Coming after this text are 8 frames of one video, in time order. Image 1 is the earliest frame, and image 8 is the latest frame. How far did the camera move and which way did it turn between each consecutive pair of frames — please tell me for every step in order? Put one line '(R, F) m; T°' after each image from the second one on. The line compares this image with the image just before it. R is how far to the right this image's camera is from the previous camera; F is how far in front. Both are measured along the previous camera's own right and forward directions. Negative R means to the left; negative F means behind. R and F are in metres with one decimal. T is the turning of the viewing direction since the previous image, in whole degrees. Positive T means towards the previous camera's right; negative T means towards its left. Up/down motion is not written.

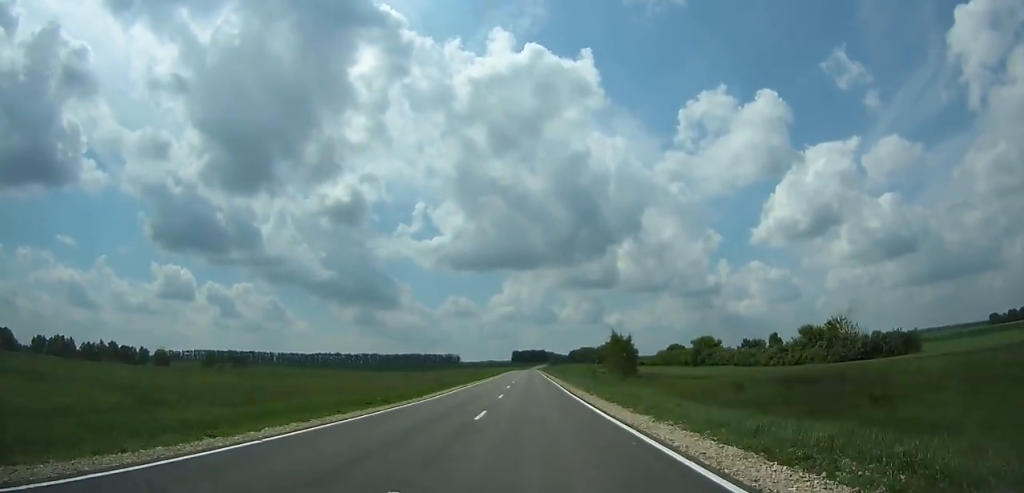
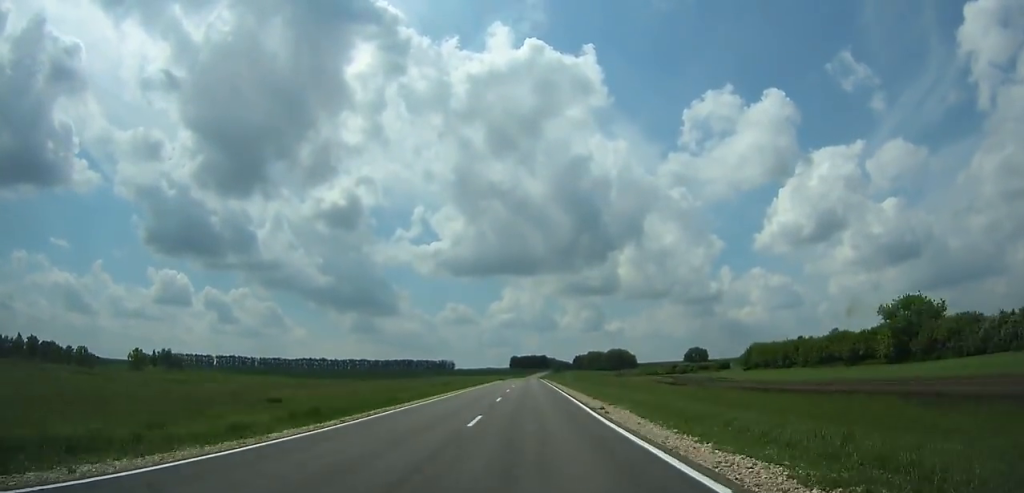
(0.0, +88.2) m; 0°
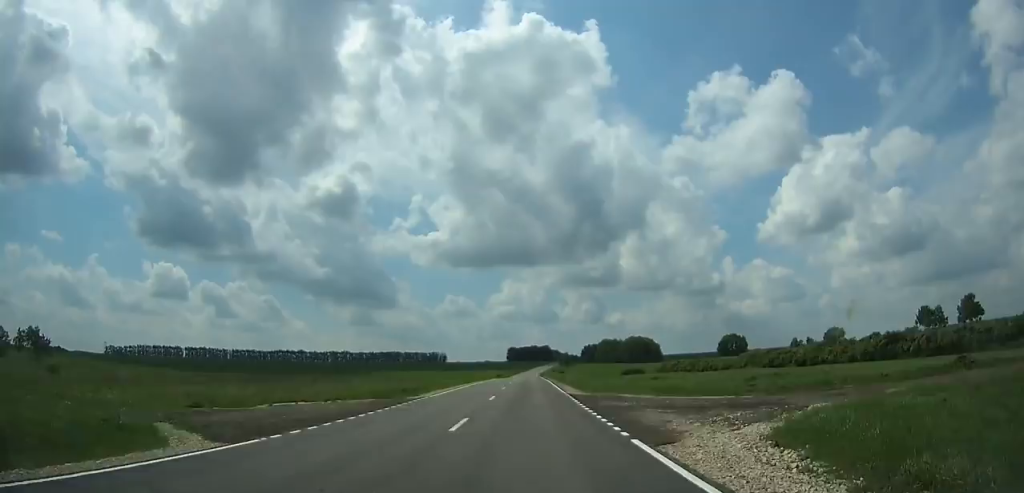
(+0.1, +113.1) m; 0°
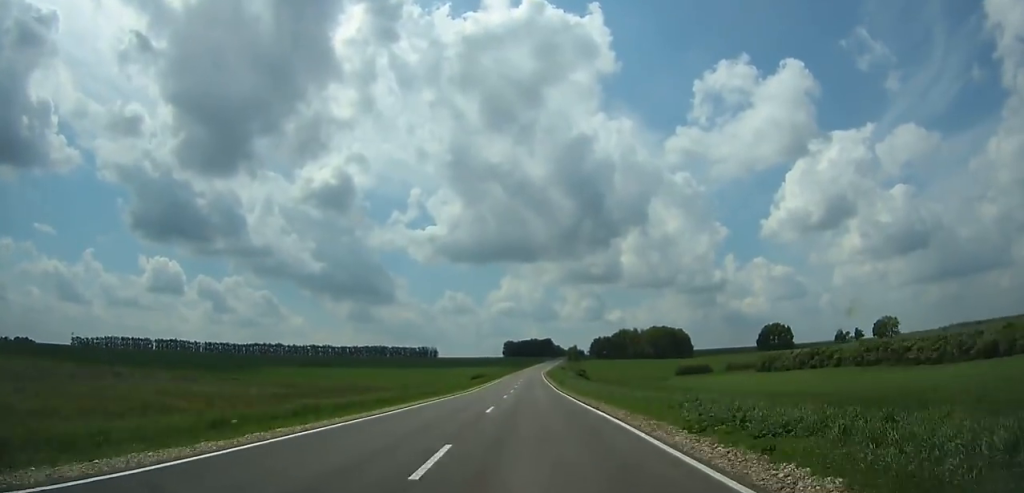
(-0.1, +90.8) m; 0°
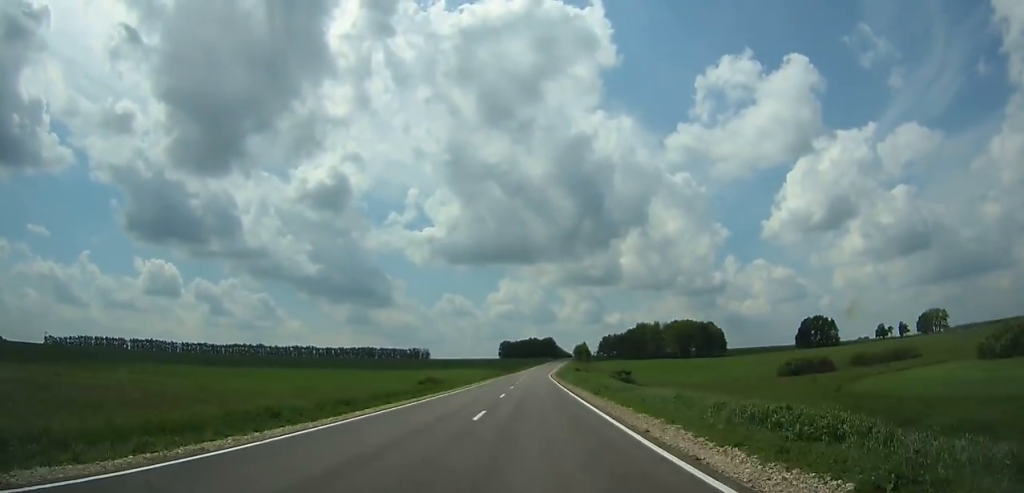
(+0.2, +62.8) m; +1°
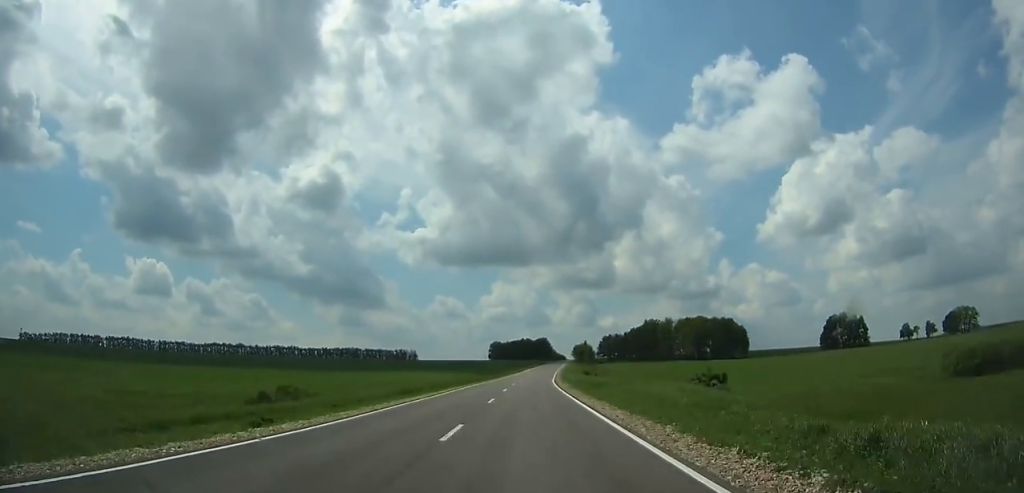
(0.0, +40.7) m; +1°
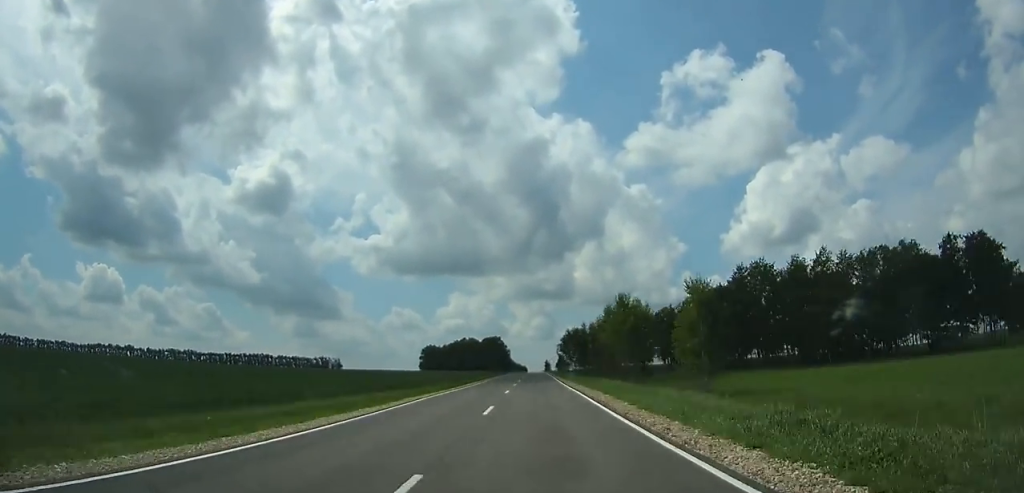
(+5.8, +158.5) m; +3°
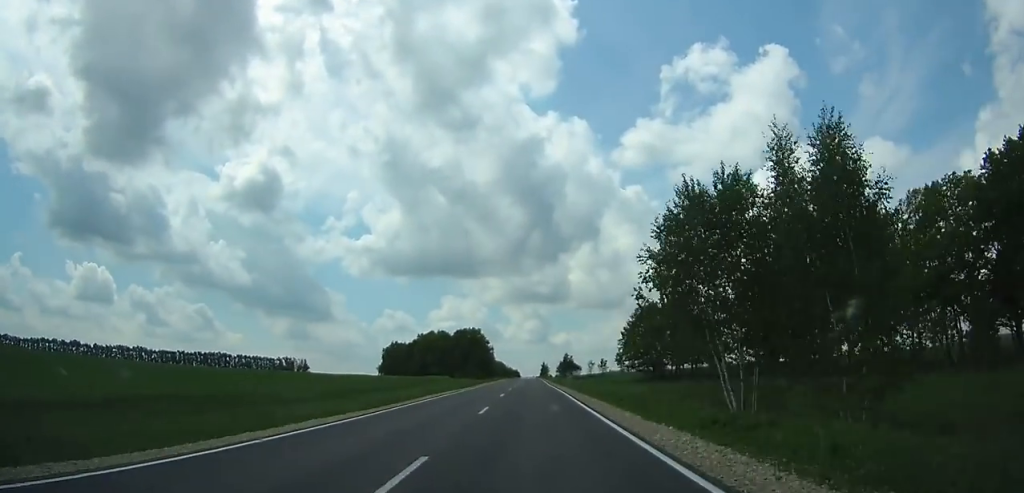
(+0.6, +81.8) m; 0°
